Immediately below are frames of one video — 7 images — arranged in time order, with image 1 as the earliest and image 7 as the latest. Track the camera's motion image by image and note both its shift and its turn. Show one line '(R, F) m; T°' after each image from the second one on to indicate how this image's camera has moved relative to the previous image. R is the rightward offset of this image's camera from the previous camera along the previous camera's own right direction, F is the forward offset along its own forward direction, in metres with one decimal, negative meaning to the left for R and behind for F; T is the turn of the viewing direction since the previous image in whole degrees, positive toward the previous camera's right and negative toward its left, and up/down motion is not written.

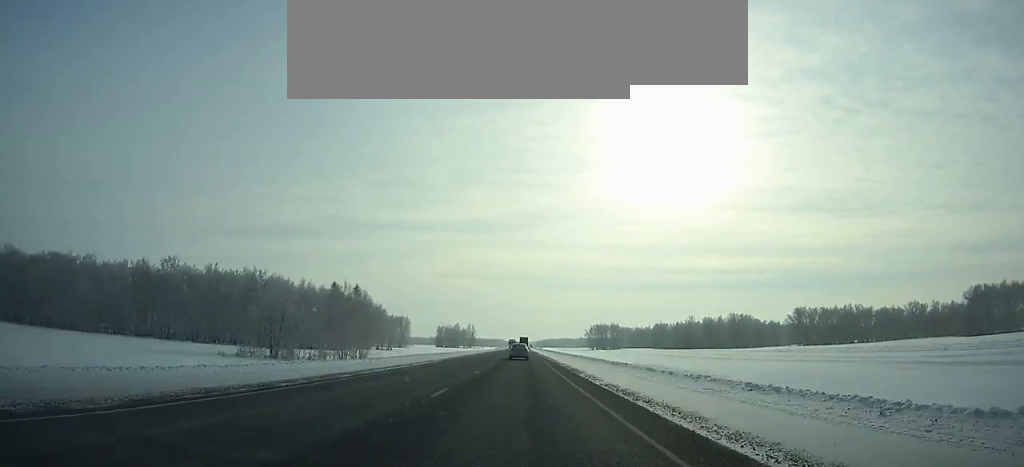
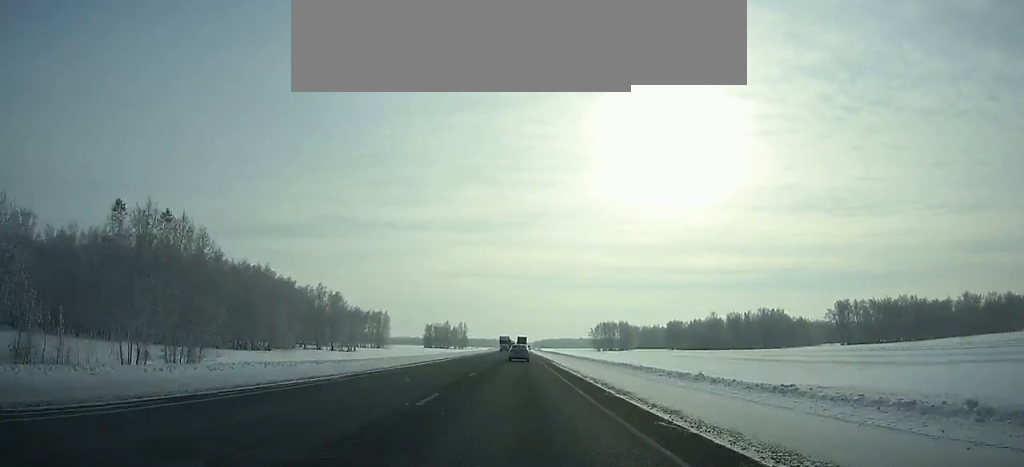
(+0.1, +49.0) m; 0°
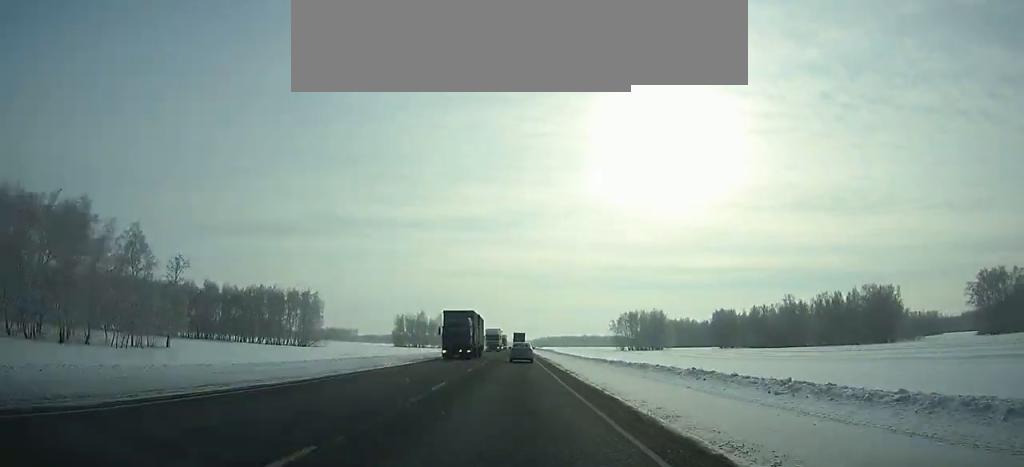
(0.0, +101.7) m; 0°
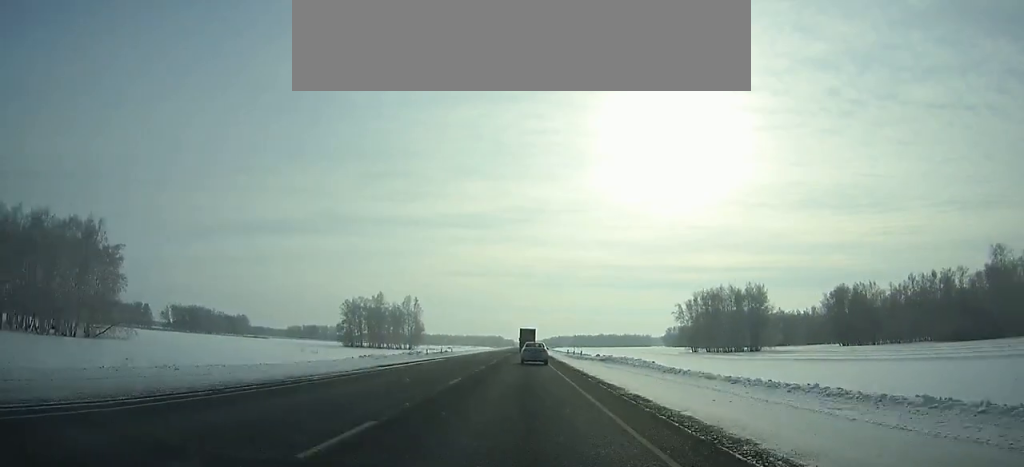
(0.0, +114.6) m; 0°
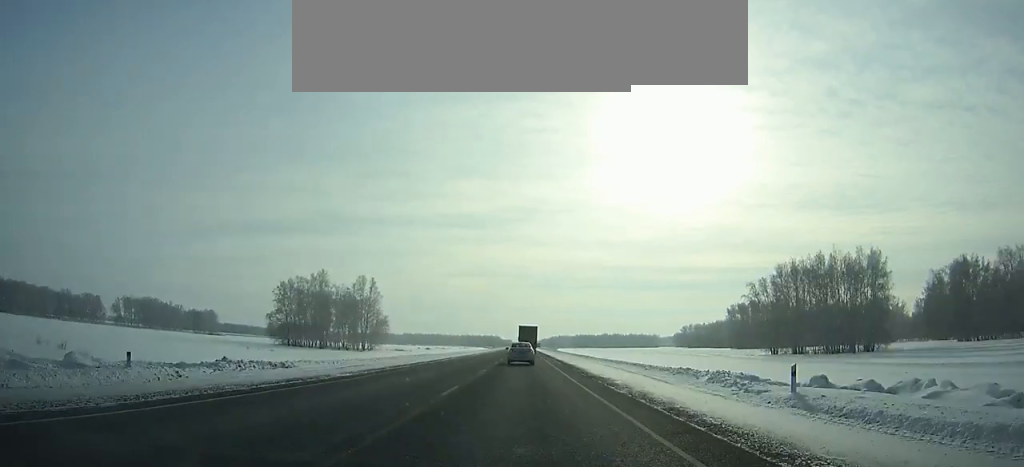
(0.0, +63.2) m; 0°
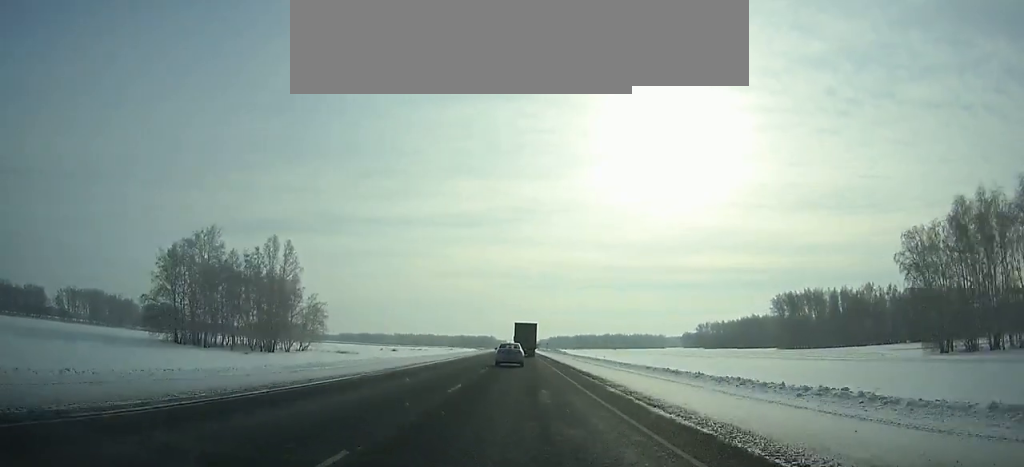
(-0.5, +56.1) m; 0°
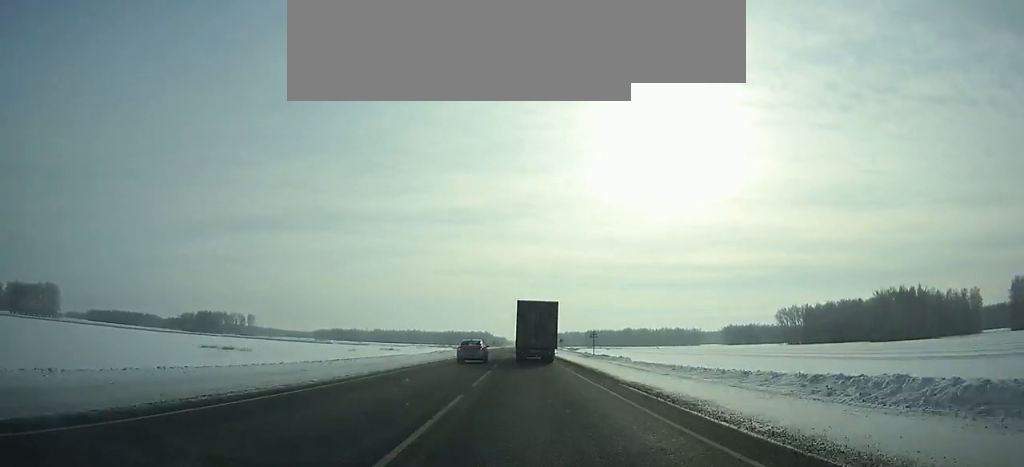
(+1.3, +137.1) m; +1°
